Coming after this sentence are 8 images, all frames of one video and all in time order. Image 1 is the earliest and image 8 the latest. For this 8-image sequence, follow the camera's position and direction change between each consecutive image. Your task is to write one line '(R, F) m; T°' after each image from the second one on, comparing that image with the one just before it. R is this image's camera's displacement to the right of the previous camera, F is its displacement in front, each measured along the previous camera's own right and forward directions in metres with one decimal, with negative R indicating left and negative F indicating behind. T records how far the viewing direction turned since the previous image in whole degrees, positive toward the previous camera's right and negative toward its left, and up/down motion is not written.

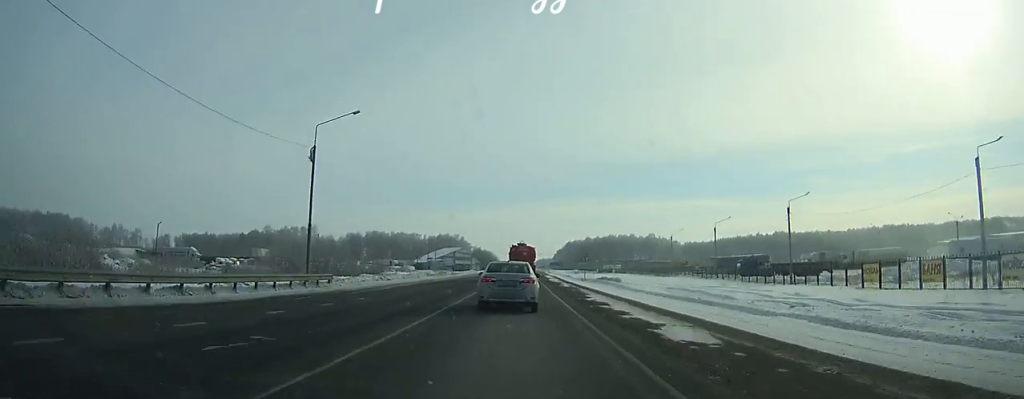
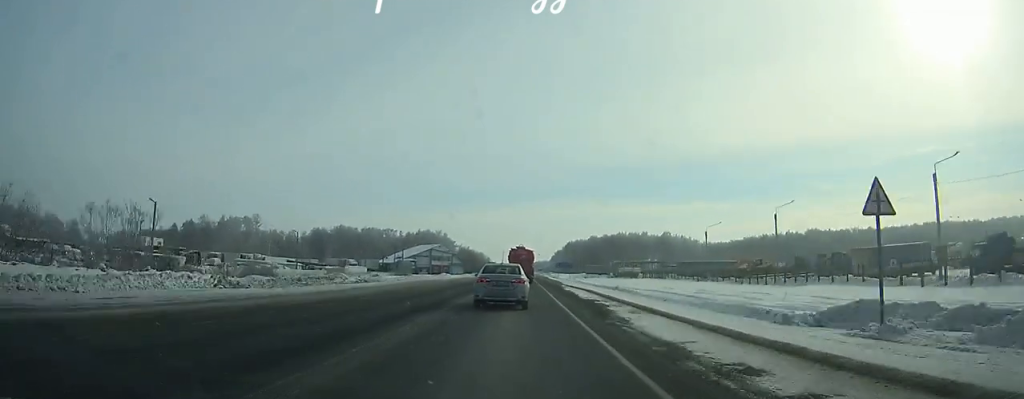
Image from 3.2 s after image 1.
(+0.1, +54.5) m; 0°
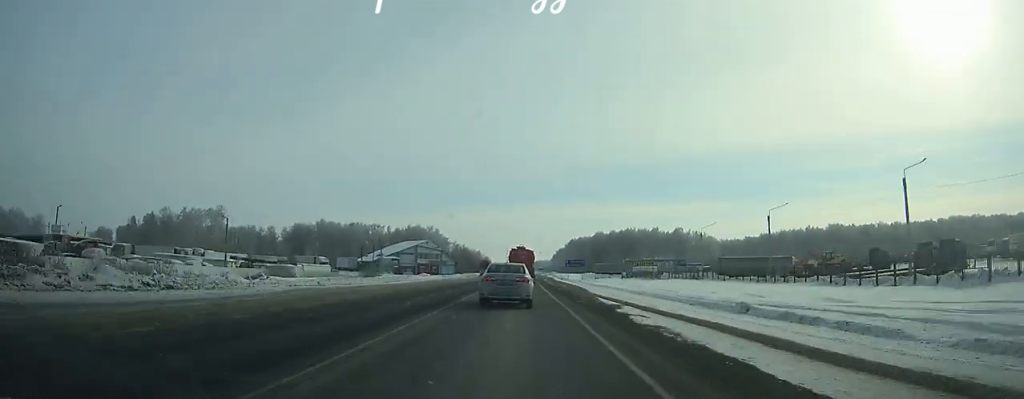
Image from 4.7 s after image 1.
(0.0, +26.2) m; 0°
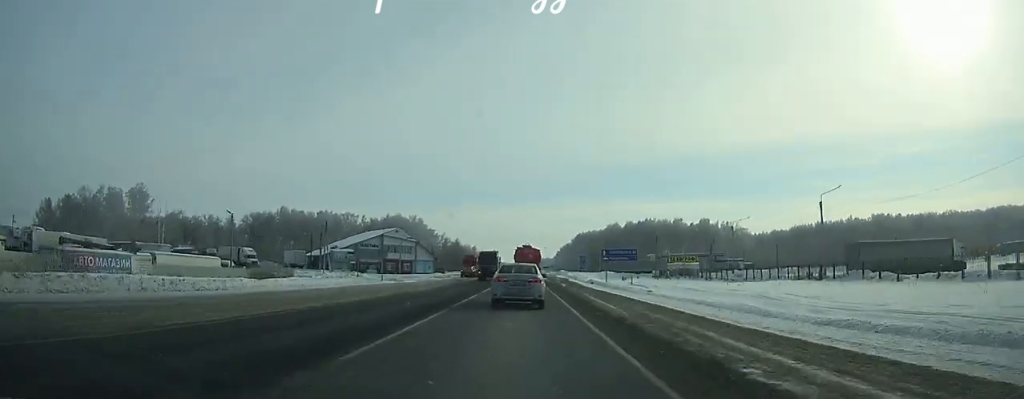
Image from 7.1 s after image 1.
(+0.1, +44.5) m; 0°
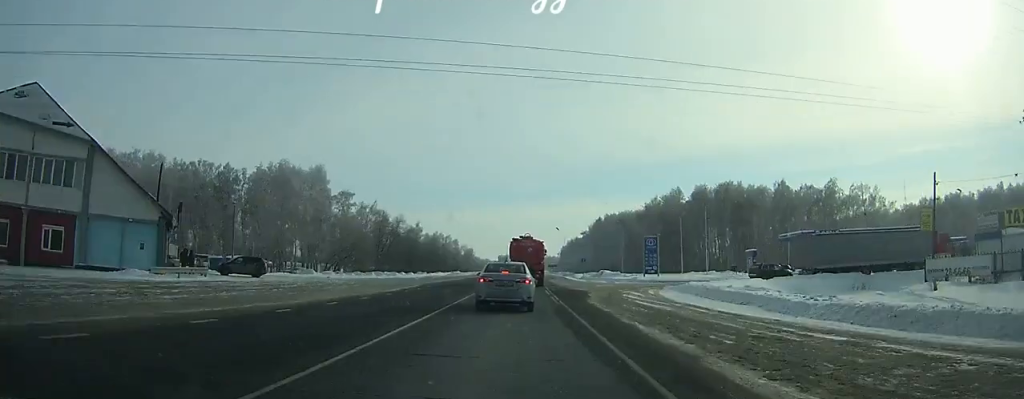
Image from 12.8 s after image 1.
(+0.2, +103.7) m; 0°
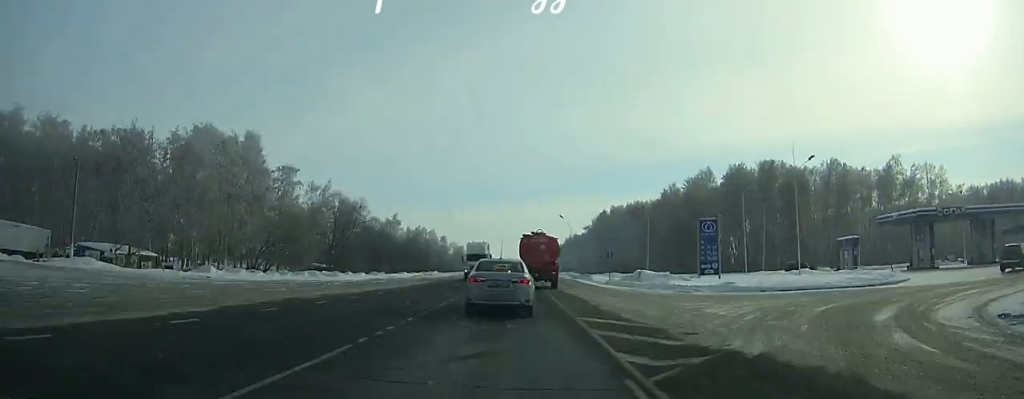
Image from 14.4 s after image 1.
(0.0, +28.0) m; 0°
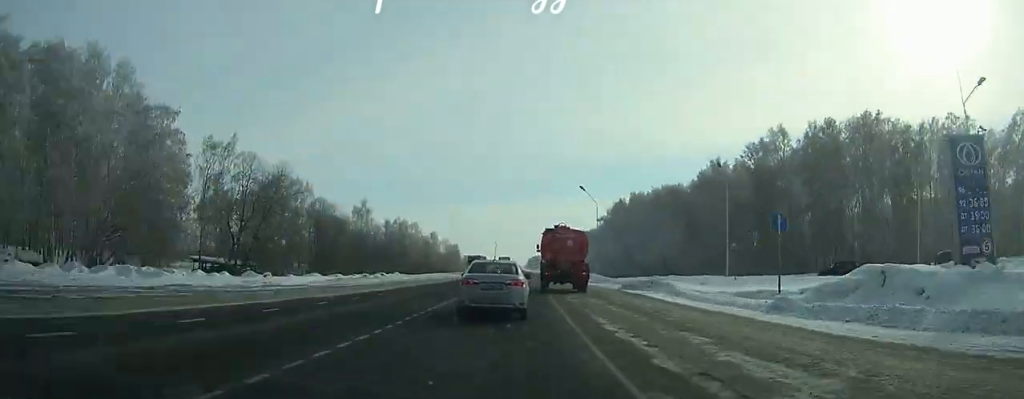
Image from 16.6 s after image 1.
(0.0, +38.1) m; 0°
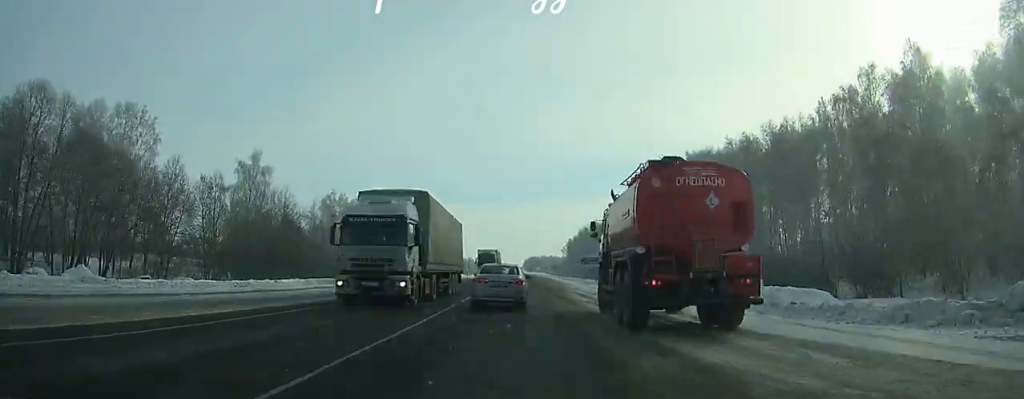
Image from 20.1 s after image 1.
(+0.1, +62.7) m; 0°
